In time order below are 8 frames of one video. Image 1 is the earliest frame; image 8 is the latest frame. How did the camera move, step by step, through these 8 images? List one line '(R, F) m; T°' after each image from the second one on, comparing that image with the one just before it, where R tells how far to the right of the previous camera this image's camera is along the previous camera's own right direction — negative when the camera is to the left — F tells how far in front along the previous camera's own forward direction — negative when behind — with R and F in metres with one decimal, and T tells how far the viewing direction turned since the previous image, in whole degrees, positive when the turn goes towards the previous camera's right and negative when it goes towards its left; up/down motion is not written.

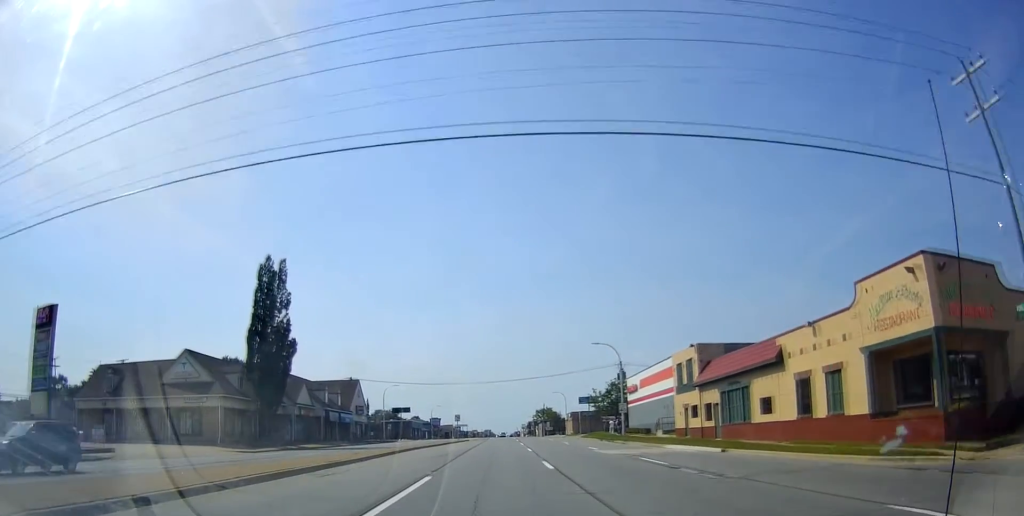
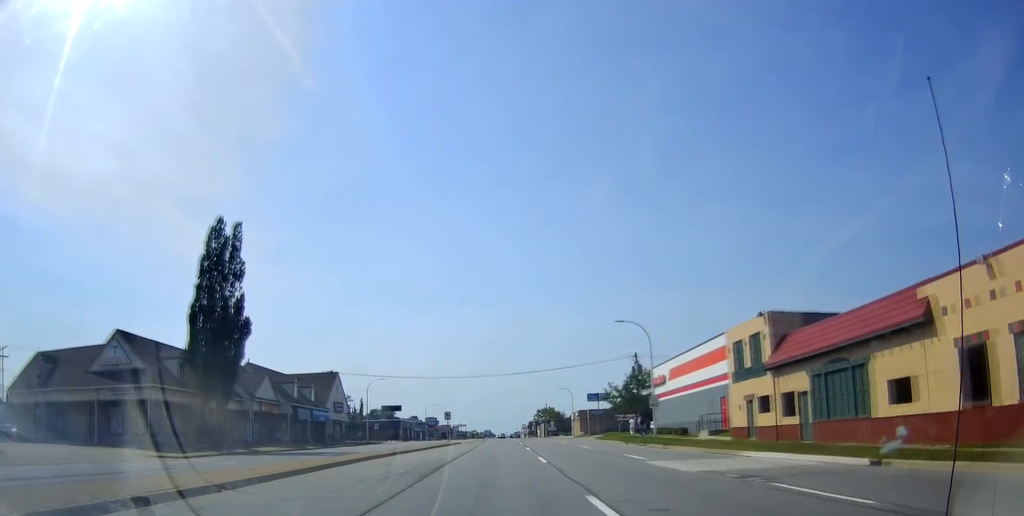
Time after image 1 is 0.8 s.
(0.0, +11.8) m; 0°
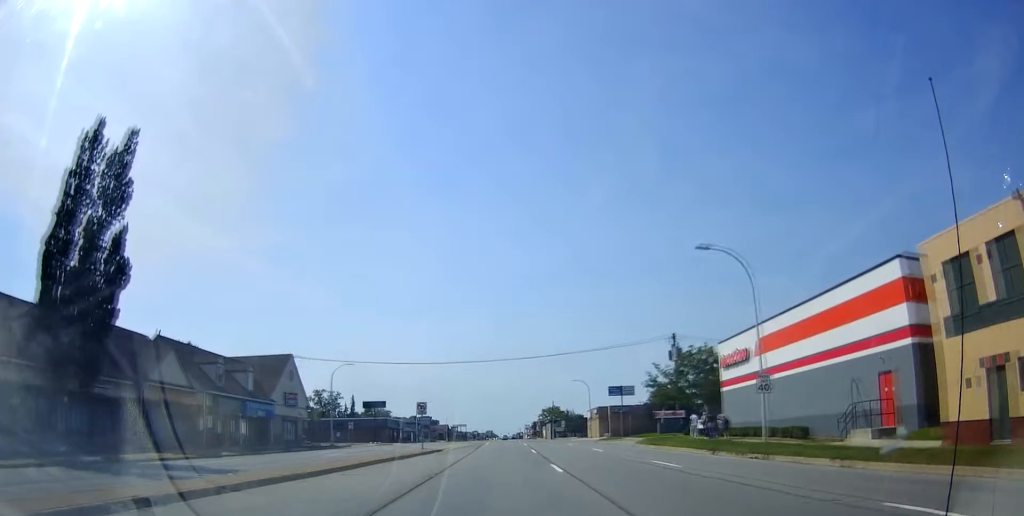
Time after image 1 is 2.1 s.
(0.0, +19.1) m; -1°
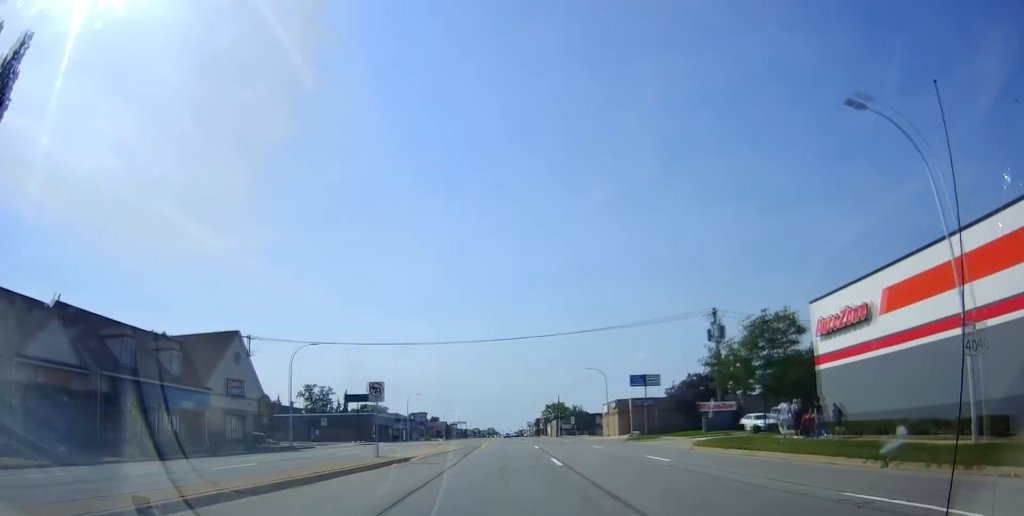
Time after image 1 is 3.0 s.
(-0.3, +13.6) m; -1°
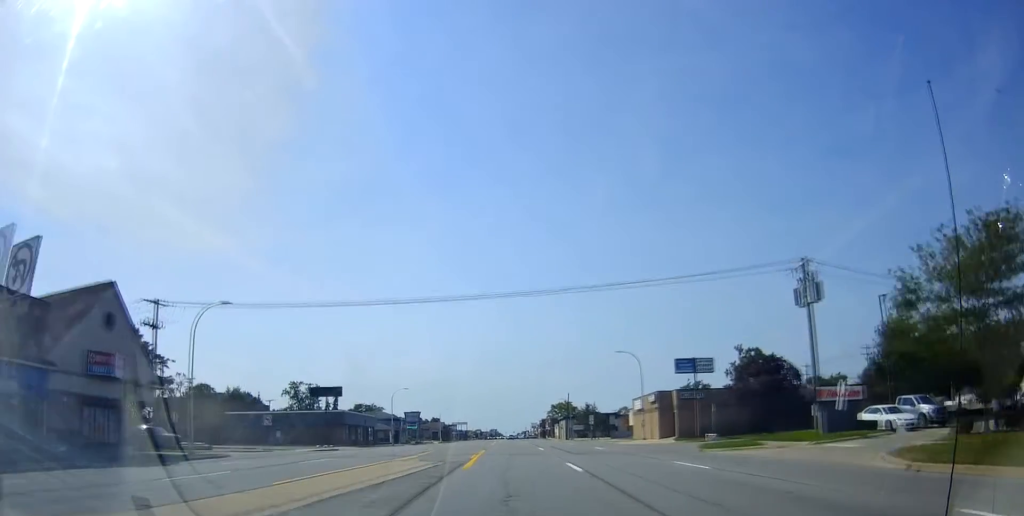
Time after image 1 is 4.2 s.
(+0.2, +18.7) m; 0°
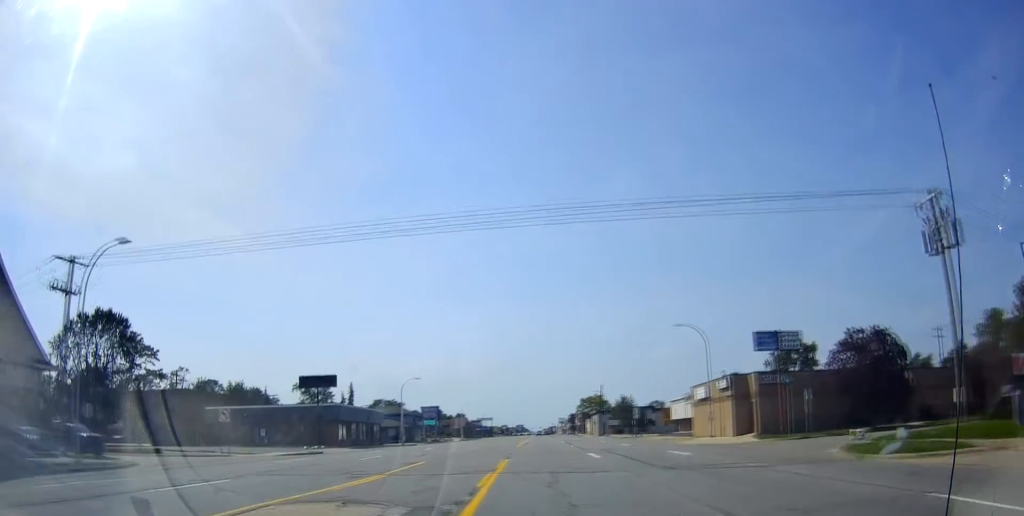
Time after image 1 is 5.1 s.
(-0.3, +13.8) m; 0°
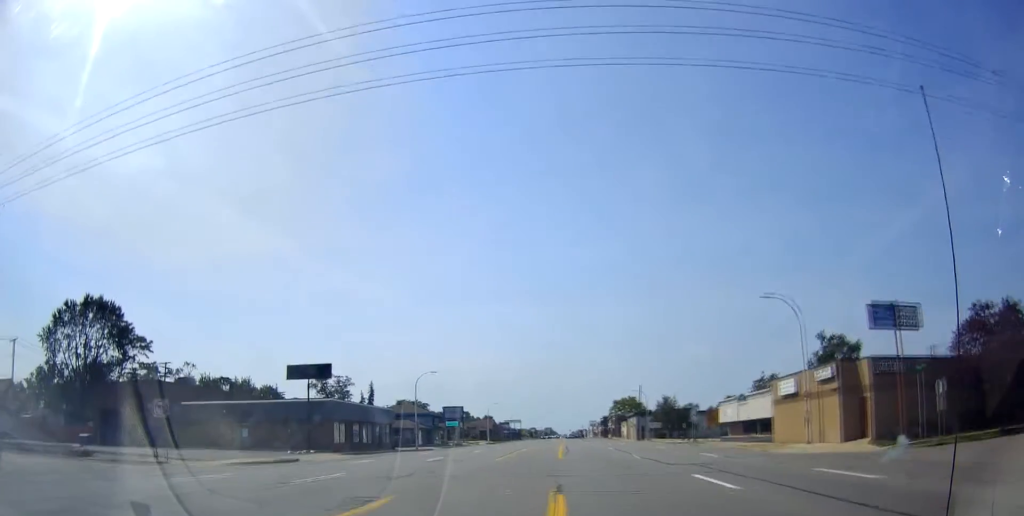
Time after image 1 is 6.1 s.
(+0.2, +13.2) m; 0°
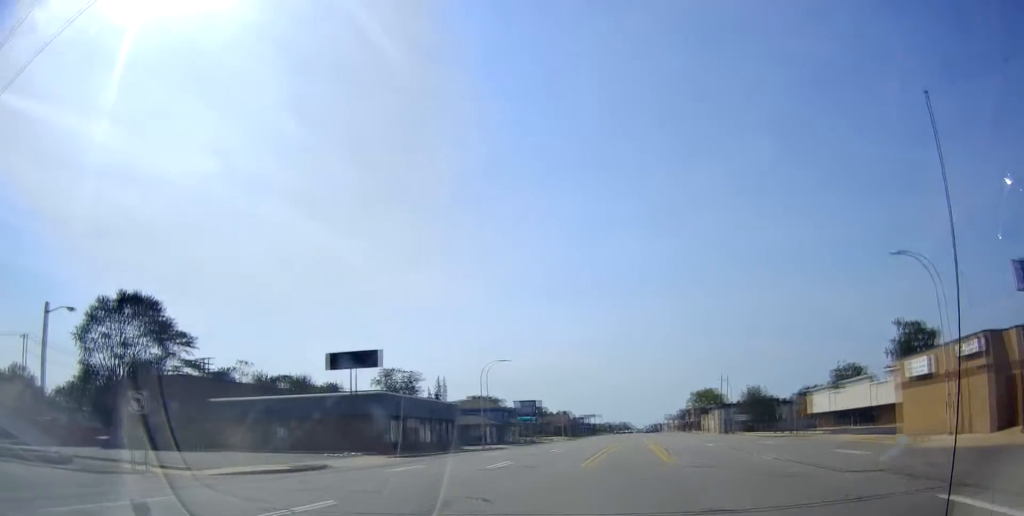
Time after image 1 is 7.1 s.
(-0.3, +9.8) m; -10°
